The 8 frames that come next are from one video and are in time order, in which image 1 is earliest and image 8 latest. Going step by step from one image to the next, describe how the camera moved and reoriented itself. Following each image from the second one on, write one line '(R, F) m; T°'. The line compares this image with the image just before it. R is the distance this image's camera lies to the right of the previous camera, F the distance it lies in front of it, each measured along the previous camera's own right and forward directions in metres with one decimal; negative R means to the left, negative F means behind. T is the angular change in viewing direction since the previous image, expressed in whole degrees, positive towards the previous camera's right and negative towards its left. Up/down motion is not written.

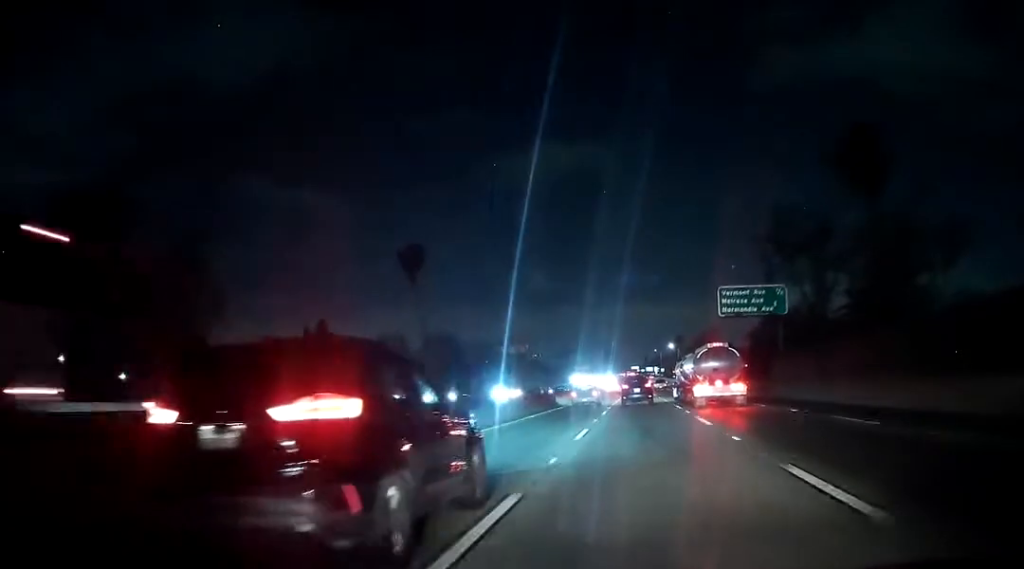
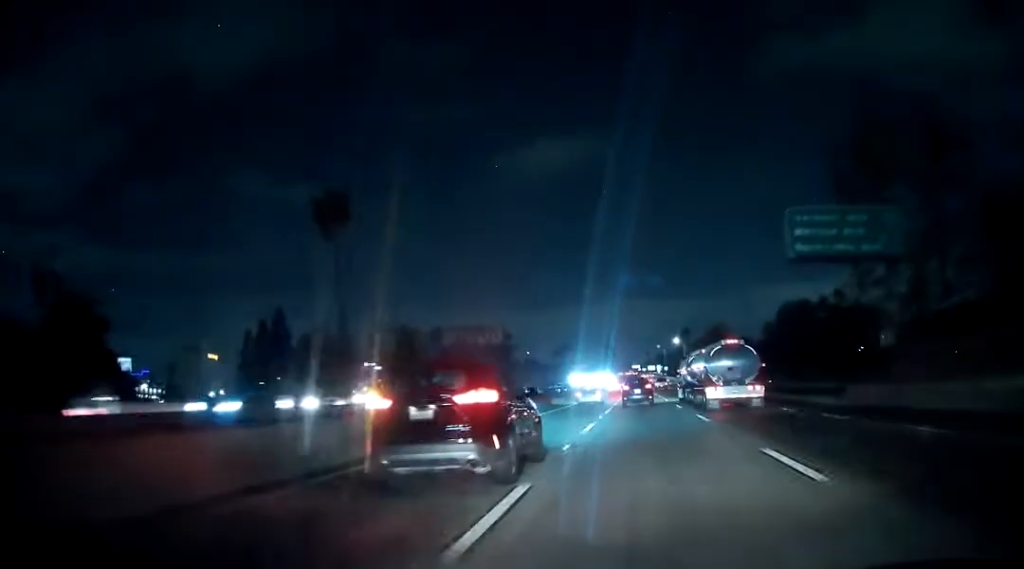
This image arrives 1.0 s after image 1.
(-0.1, +27.2) m; 0°
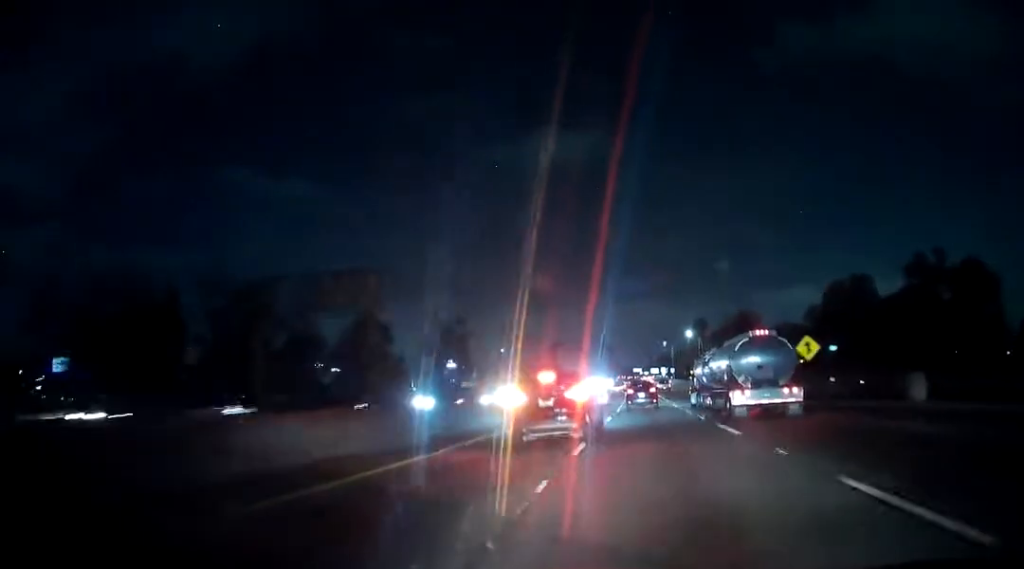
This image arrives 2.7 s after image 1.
(-0.1, +47.4) m; 0°
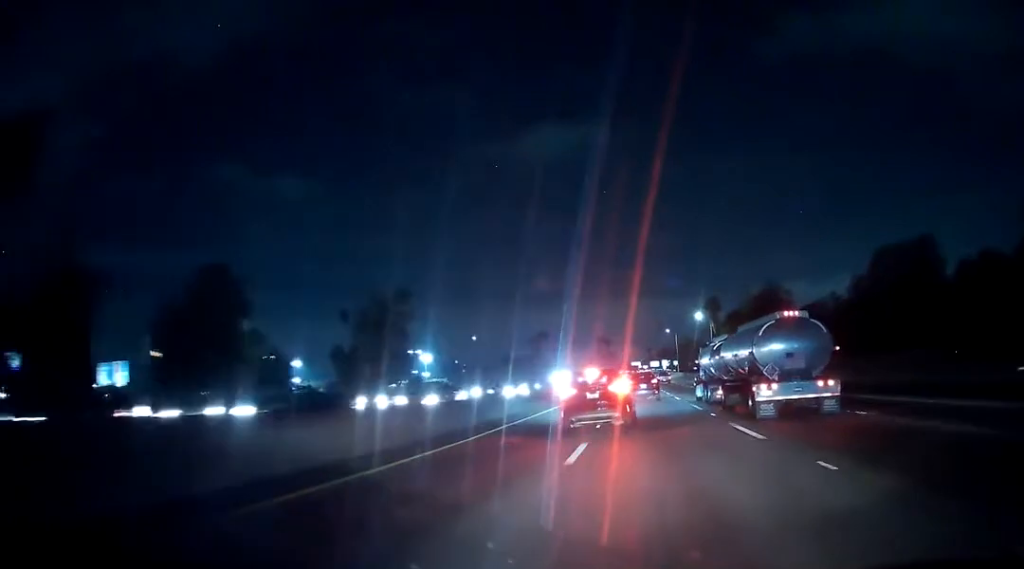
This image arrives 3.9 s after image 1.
(+0.1, +32.0) m; 0°
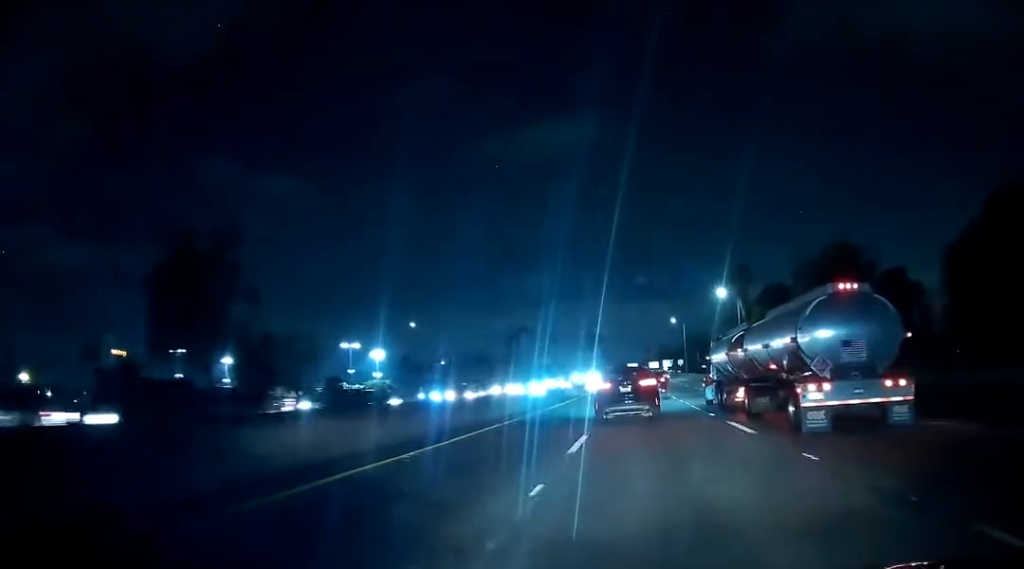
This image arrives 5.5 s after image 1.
(-0.1, +43.9) m; 0°
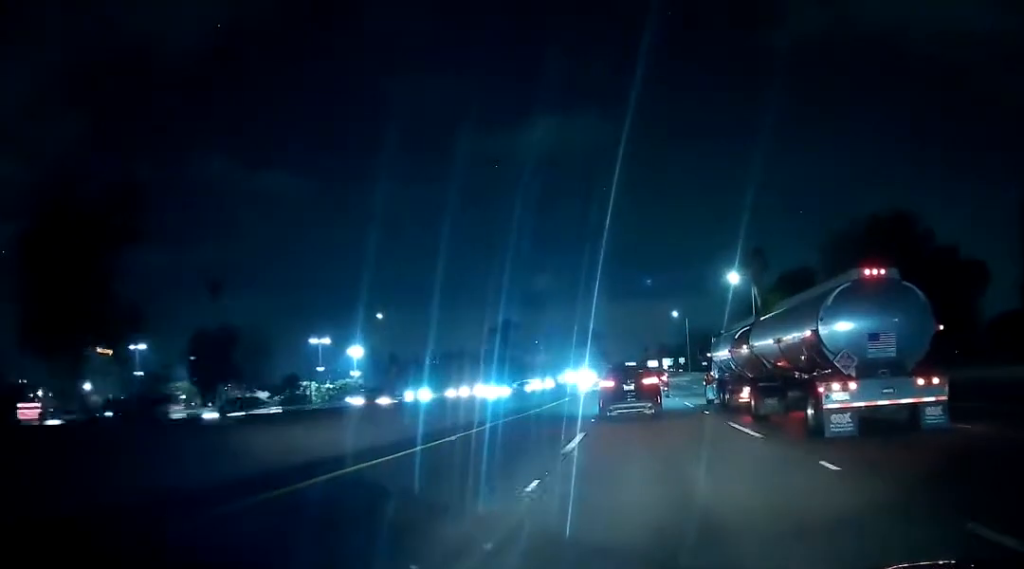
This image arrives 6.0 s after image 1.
(0.0, +14.4) m; 0°
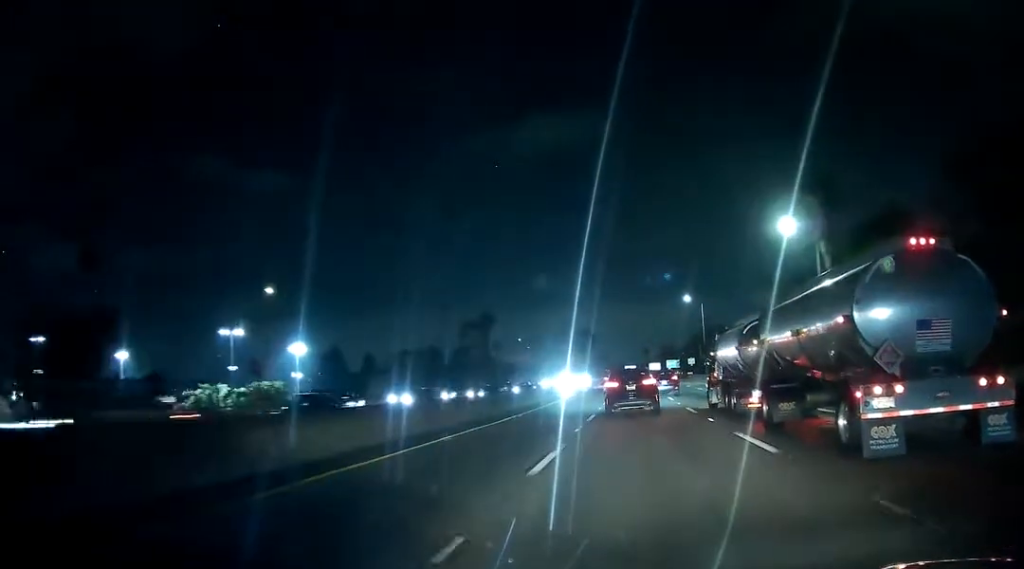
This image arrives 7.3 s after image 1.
(+0.1, +33.2) m; 0°
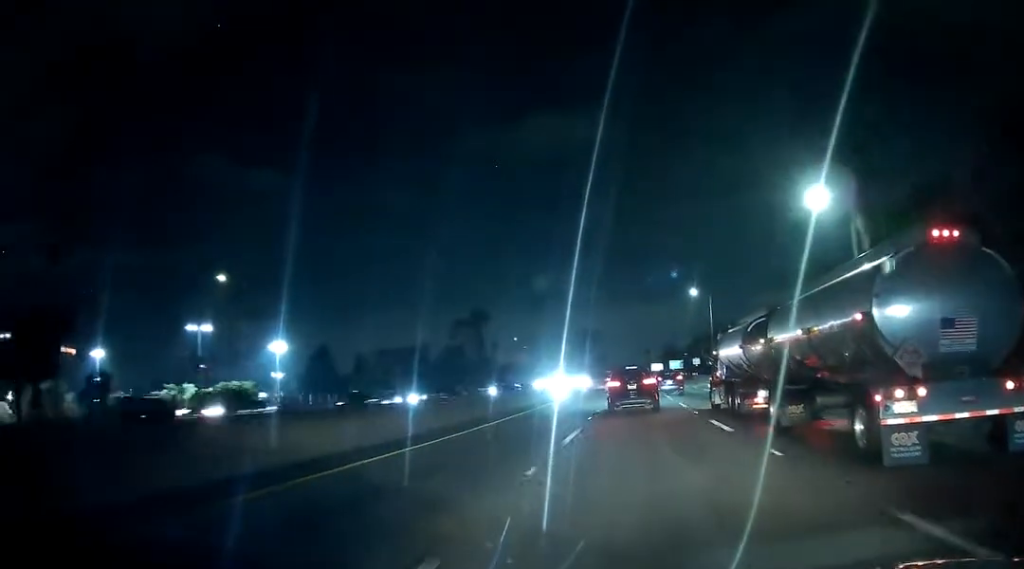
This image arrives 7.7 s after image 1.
(0.0, +10.2) m; 0°
